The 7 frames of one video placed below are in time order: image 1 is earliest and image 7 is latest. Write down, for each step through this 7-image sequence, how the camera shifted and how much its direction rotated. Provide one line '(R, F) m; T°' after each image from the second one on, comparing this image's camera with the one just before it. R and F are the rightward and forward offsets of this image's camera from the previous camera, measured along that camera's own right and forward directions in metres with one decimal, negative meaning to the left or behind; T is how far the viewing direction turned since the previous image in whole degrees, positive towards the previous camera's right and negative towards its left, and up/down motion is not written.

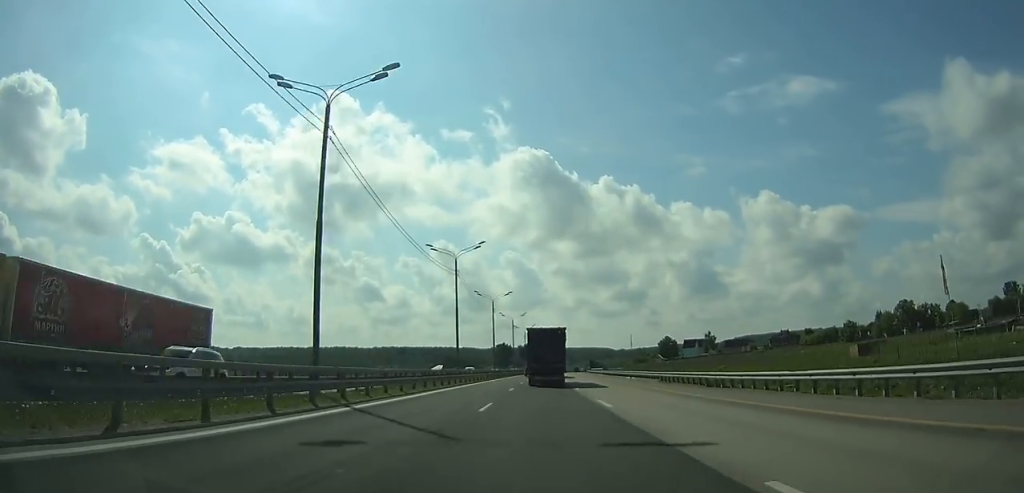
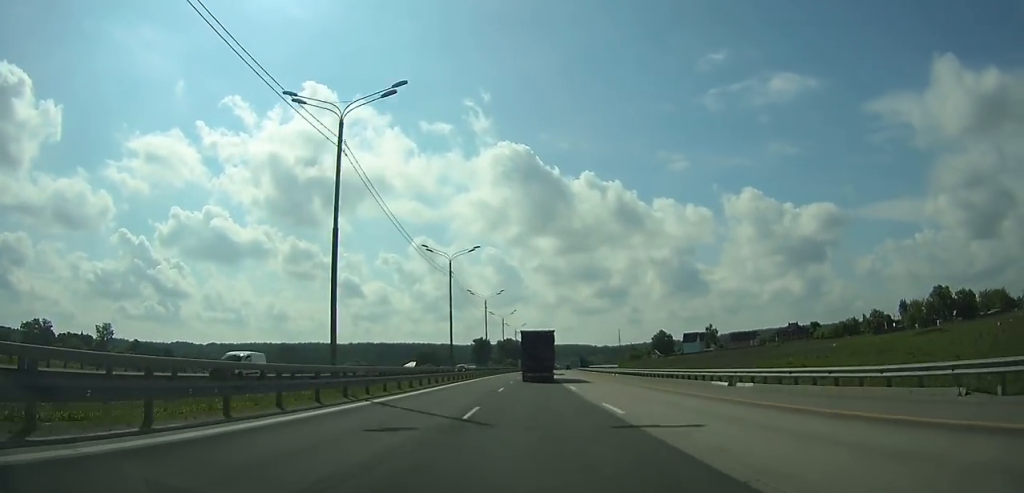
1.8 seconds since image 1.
(+0.3, +34.5) m; +2°
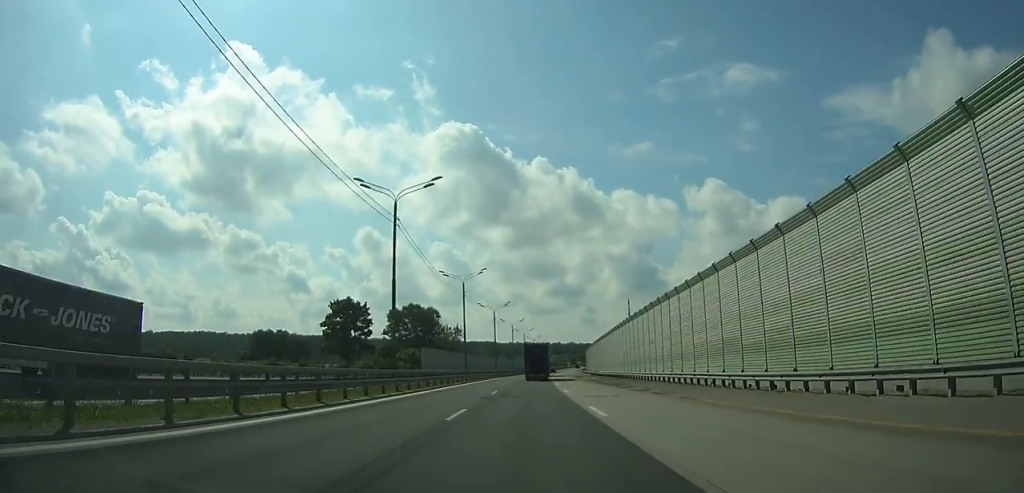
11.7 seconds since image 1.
(+10.8, +212.1) m; +5°
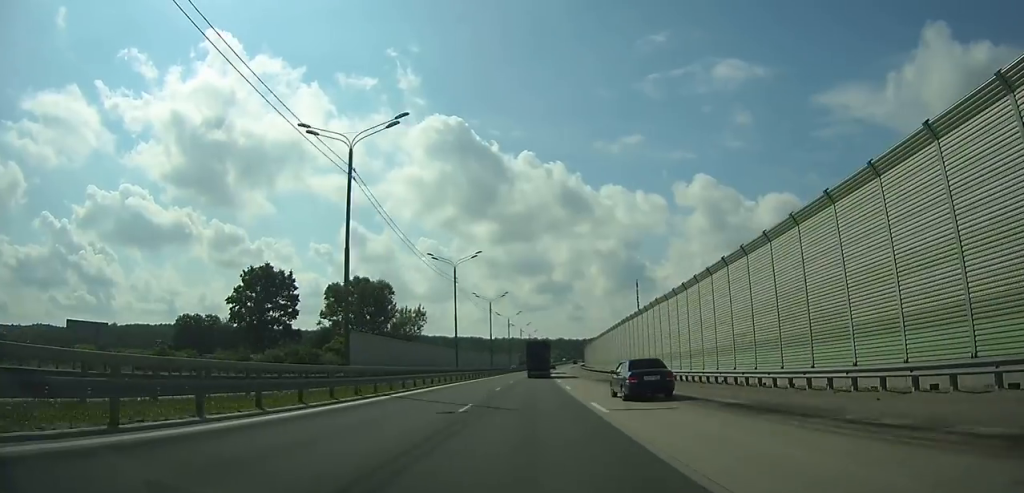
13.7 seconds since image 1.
(+0.2, +46.3) m; +1°
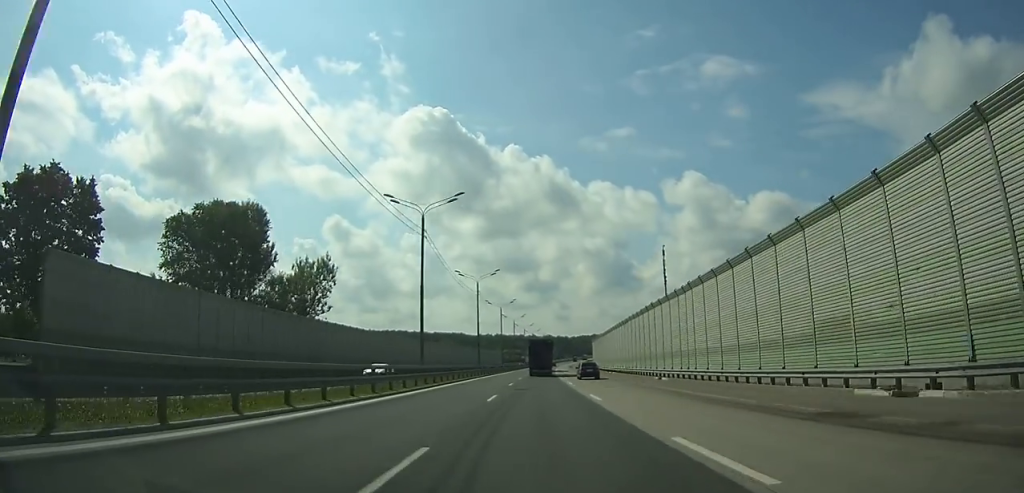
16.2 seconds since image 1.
(+0.7, +59.0) m; +1°
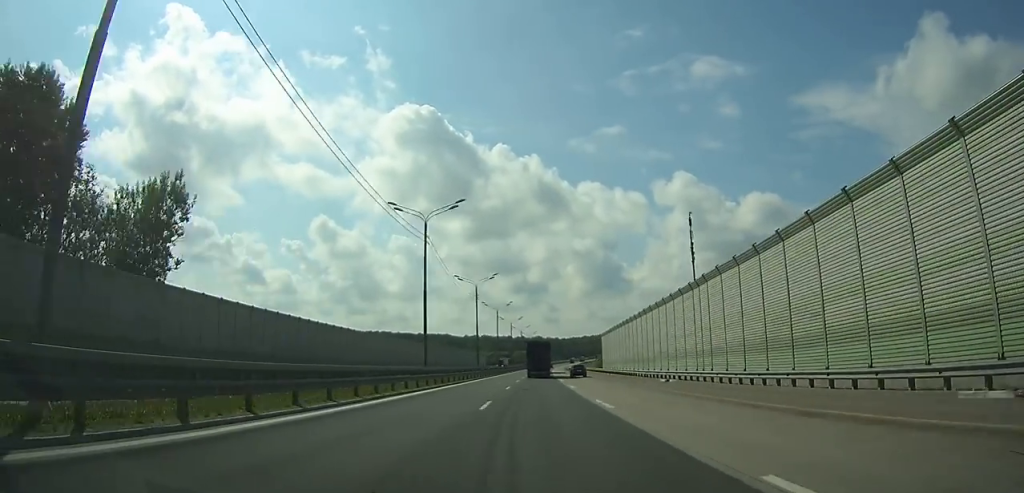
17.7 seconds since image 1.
(+0.4, +35.8) m; +1°
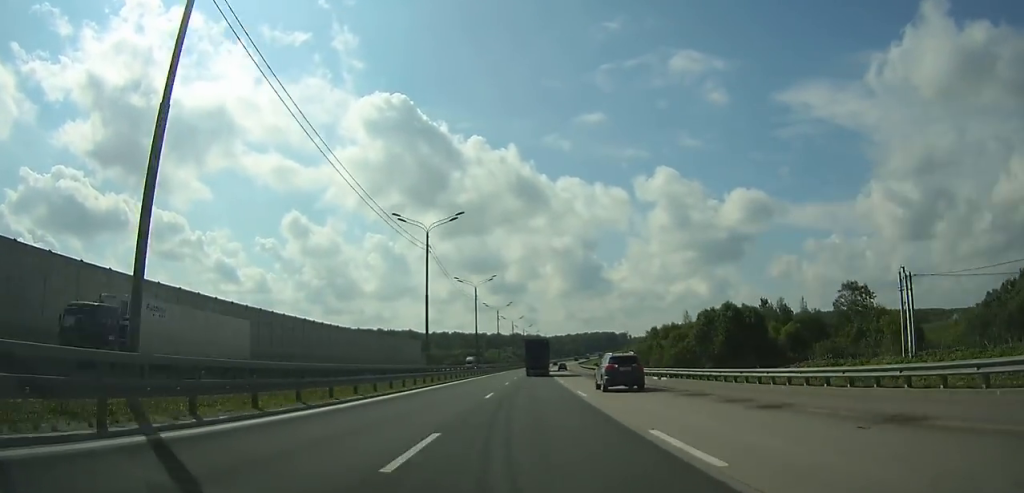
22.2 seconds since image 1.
(+2.3, +107.6) m; +2°
